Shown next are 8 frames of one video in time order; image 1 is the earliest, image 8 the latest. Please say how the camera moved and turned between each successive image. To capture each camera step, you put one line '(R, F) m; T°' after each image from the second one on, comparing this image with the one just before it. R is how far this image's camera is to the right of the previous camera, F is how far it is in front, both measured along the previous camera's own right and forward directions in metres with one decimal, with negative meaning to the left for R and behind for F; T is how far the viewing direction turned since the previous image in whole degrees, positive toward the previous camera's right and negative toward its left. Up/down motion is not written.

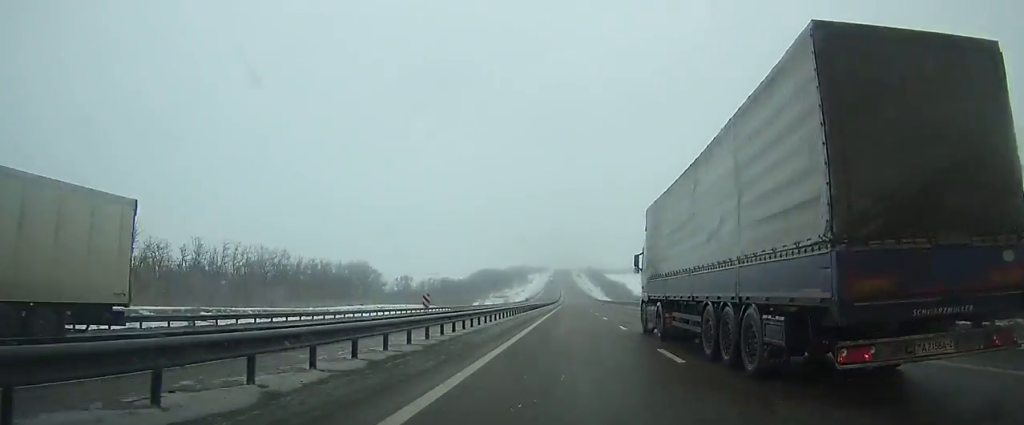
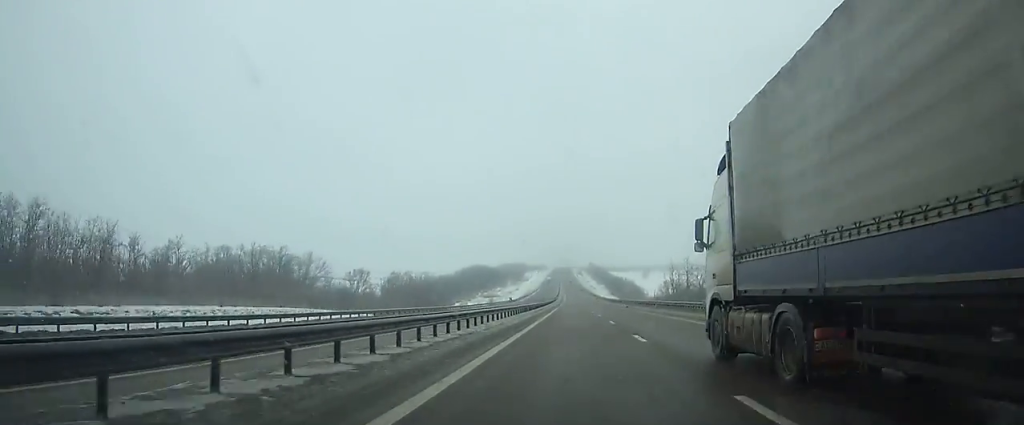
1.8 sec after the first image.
(+0.1, +54.2) m; 0°
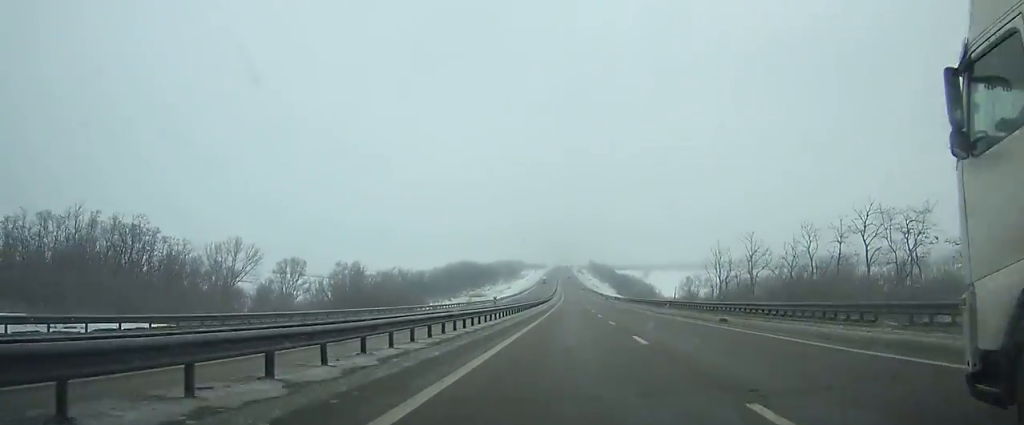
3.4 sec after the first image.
(0.0, +47.6) m; 0°
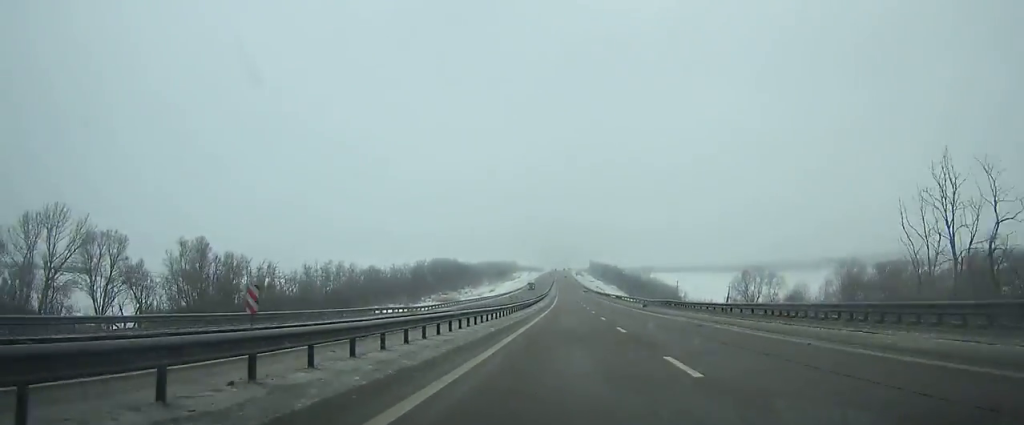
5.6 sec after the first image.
(0.0, +65.0) m; 0°
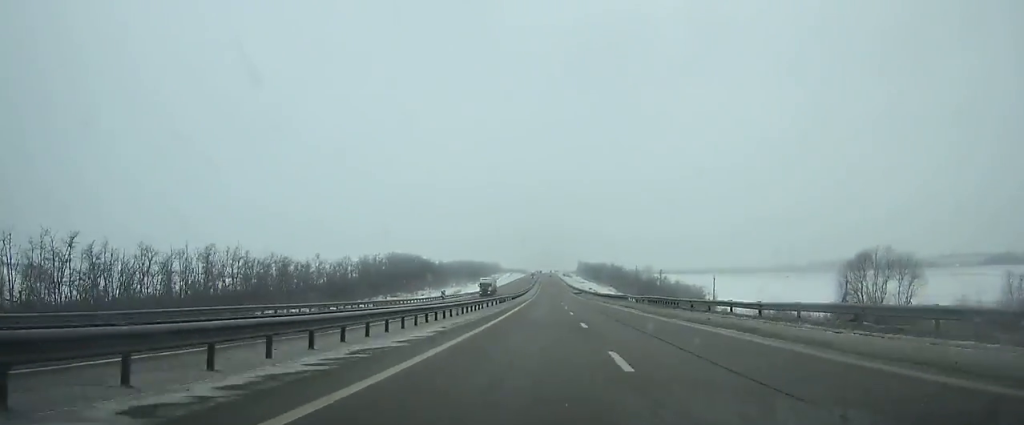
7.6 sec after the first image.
(+0.6, +58.2) m; 0°
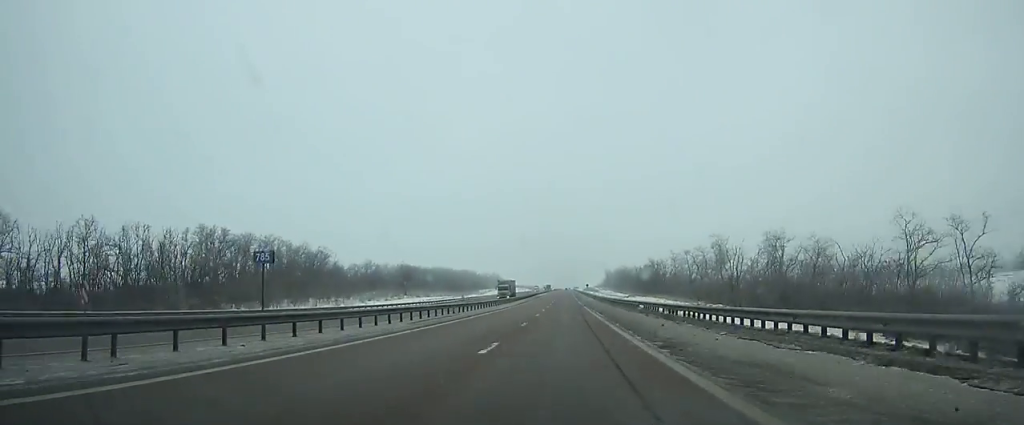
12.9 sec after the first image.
(-2.2, +152.1) m; -2°
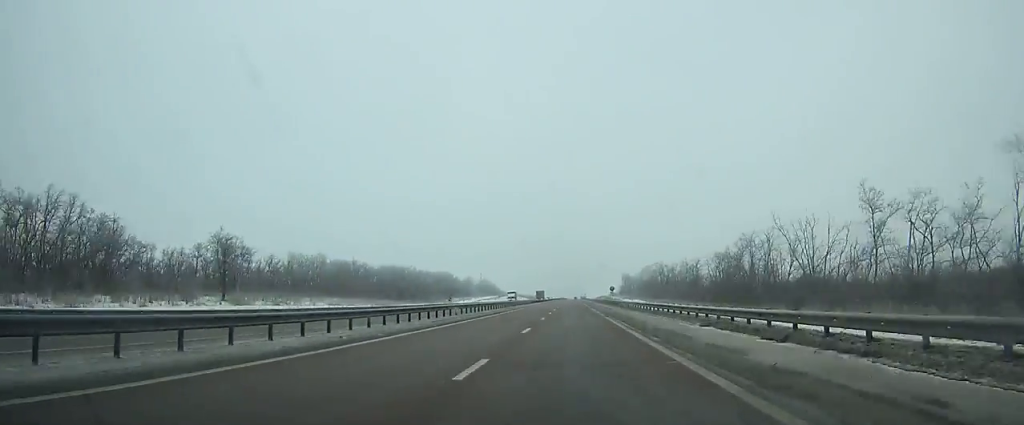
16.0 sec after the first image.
(-0.4, +87.3) m; 0°
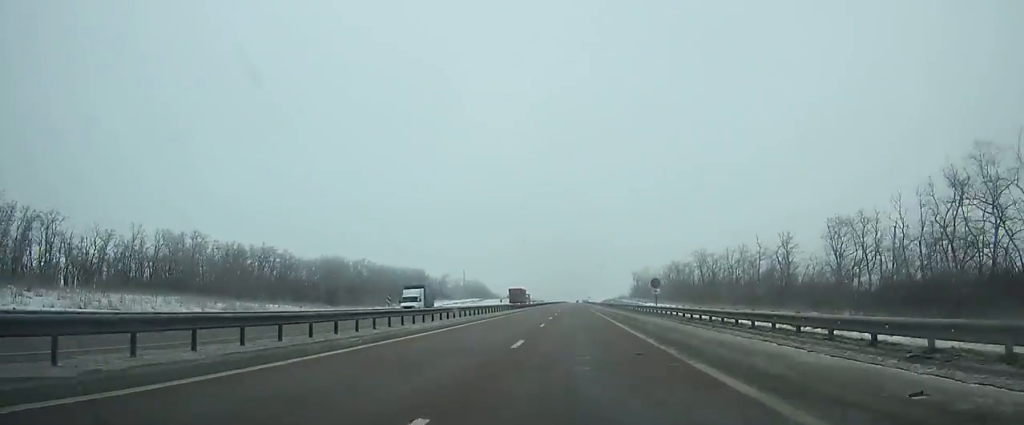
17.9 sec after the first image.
(0.0, +52.8) m; 0°
